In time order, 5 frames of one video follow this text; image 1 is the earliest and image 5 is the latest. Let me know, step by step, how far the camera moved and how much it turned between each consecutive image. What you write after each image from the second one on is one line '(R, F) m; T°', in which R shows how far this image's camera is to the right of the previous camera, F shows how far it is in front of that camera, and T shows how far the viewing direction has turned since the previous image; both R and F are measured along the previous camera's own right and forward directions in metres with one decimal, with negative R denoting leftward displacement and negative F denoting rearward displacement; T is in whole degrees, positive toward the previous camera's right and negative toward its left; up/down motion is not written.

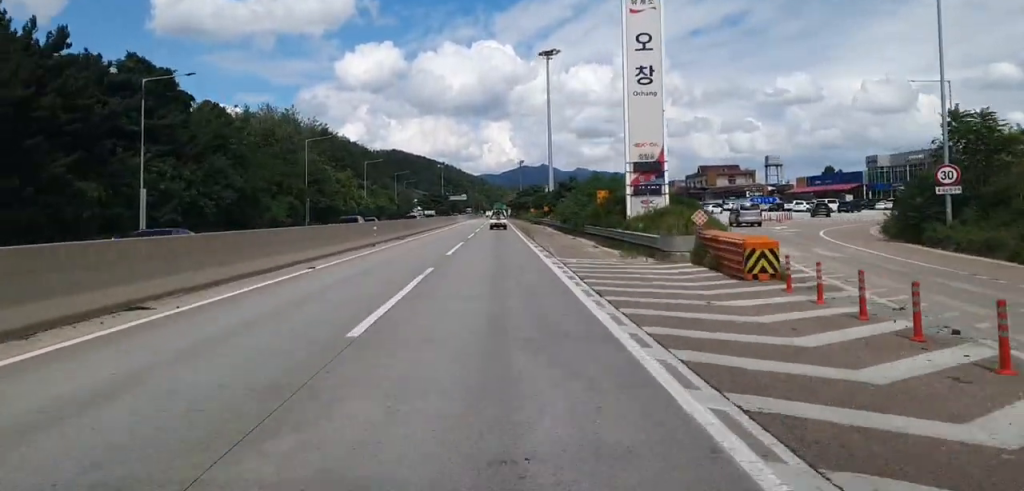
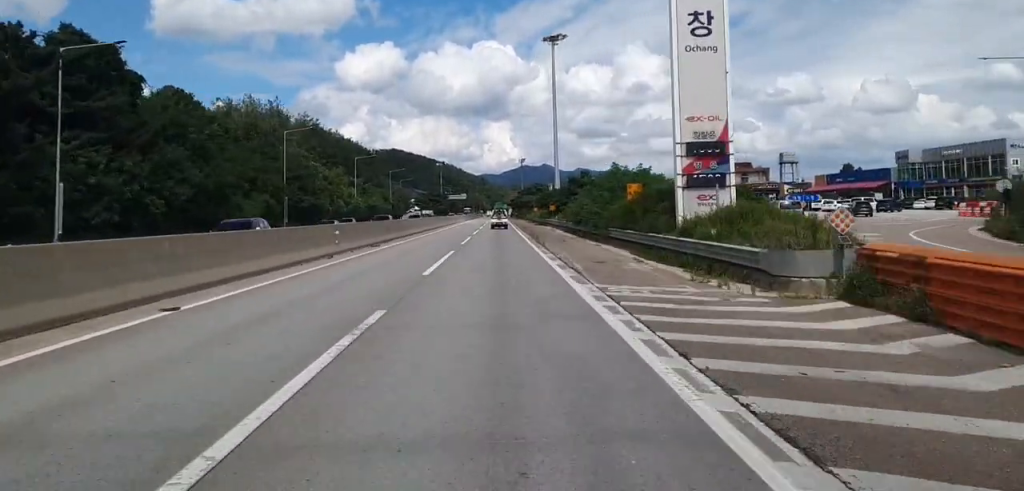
(+0.1, +10.6) m; 0°
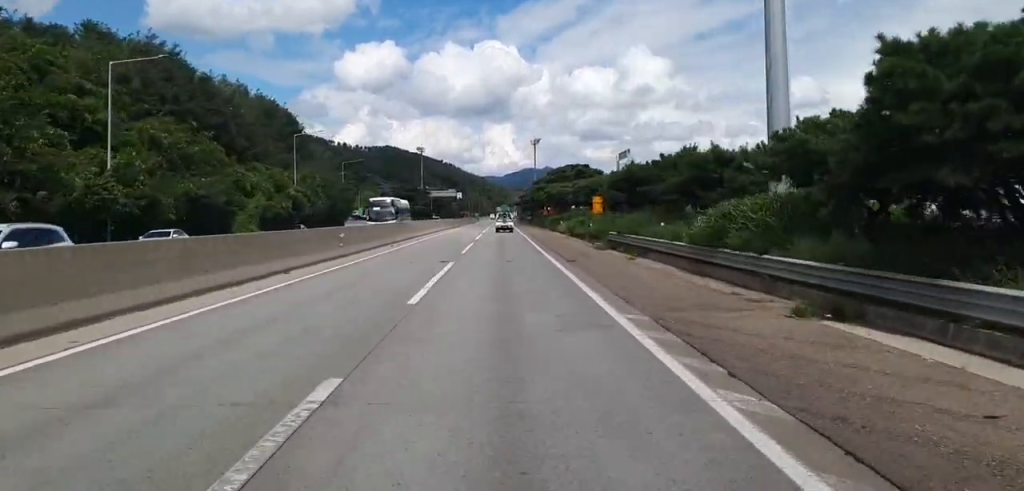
(-0.8, +86.3) m; 0°
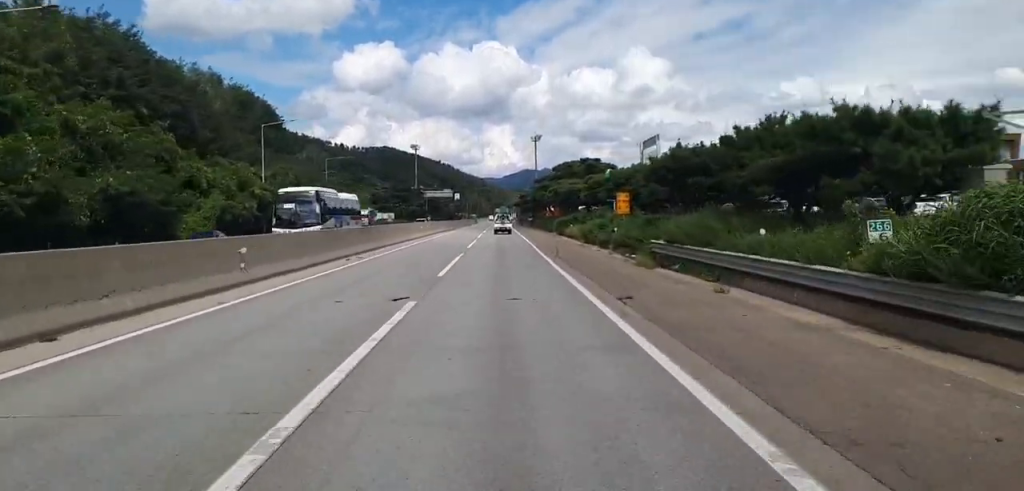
(+0.1, +12.2) m; +1°
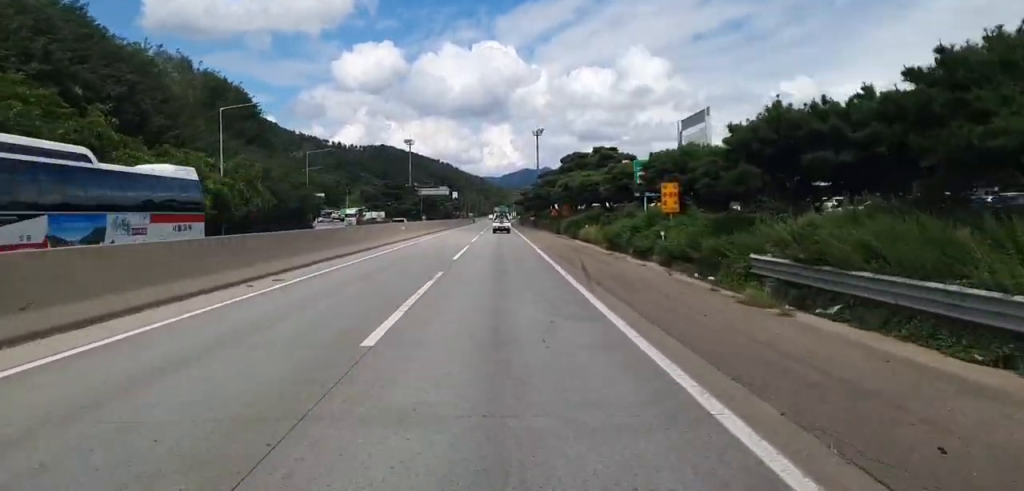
(0.0, +12.1) m; 0°
